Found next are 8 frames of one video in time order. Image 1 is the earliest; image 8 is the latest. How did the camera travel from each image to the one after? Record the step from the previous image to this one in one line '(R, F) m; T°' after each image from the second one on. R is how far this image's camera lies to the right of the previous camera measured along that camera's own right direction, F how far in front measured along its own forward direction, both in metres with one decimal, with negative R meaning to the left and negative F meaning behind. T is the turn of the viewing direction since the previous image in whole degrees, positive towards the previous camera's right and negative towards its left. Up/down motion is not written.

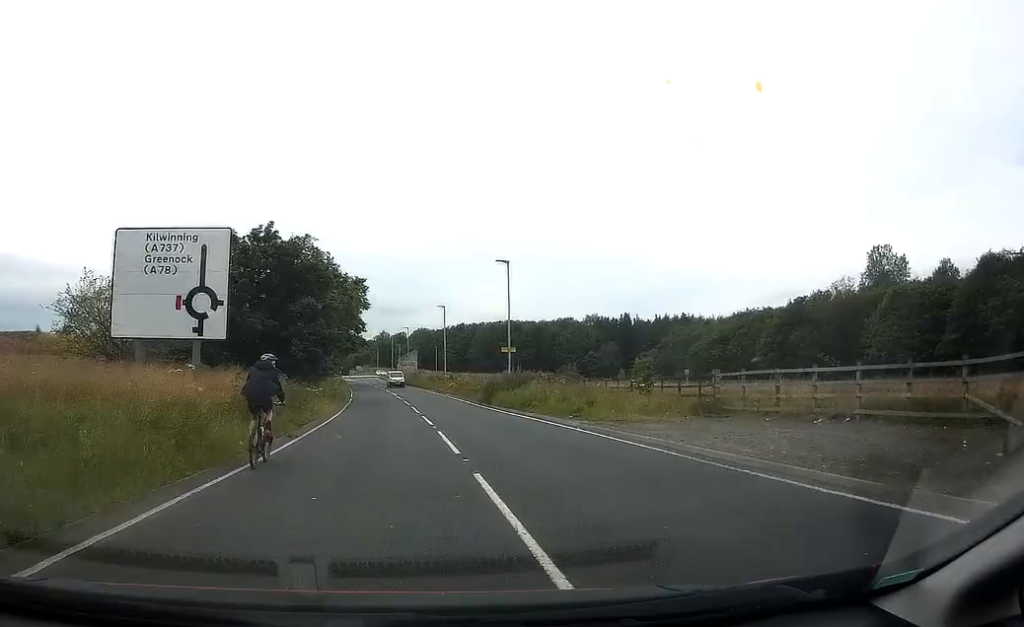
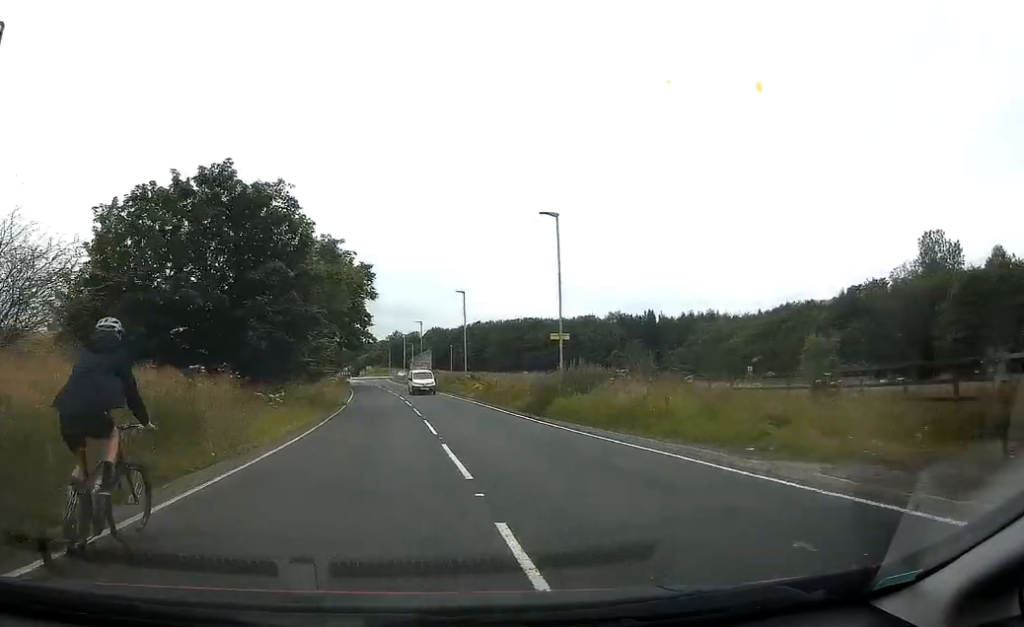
(+0.4, +11.9) m; -4°
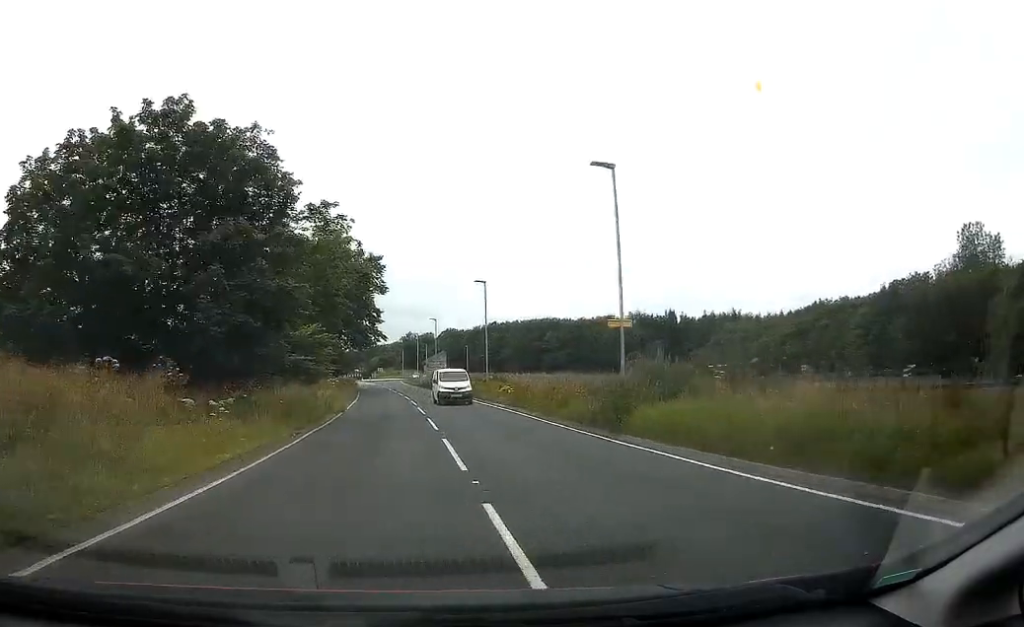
(-0.7, +7.9) m; -1°
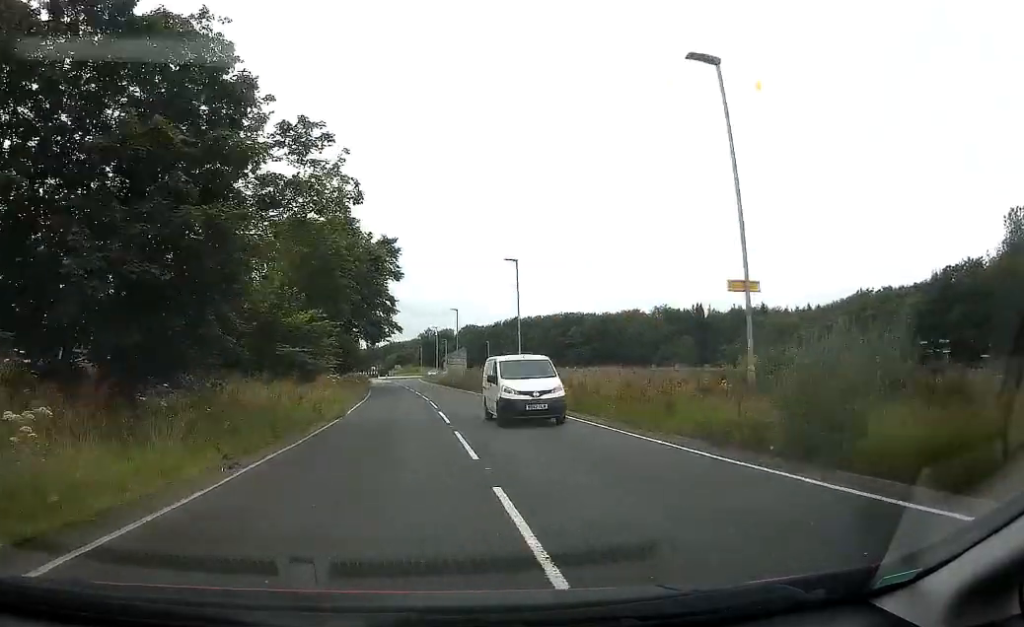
(-0.5, +8.5) m; -1°
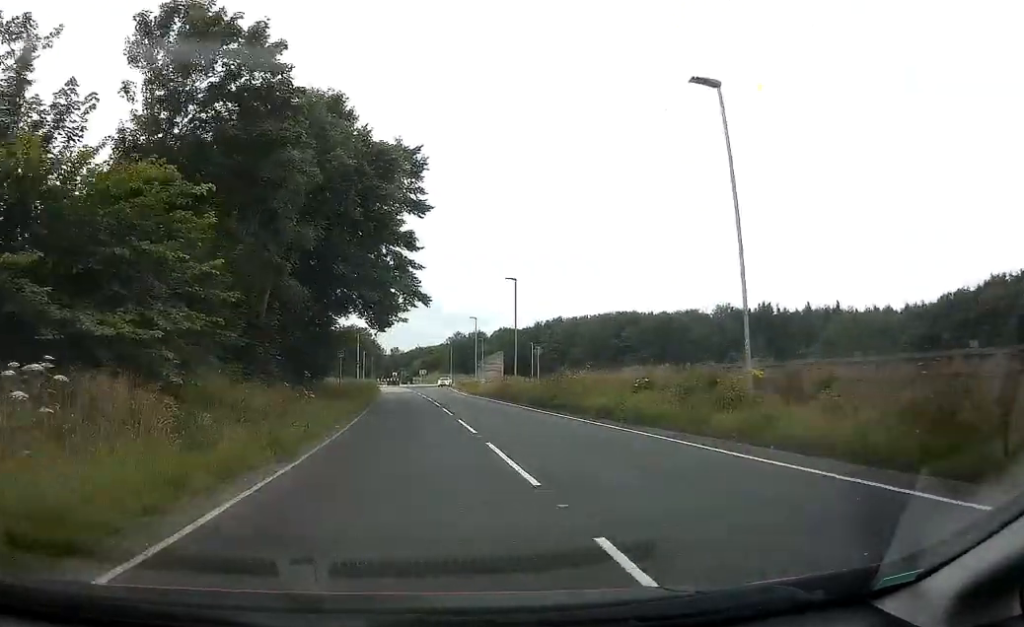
(+0.6, +29.2) m; 0°
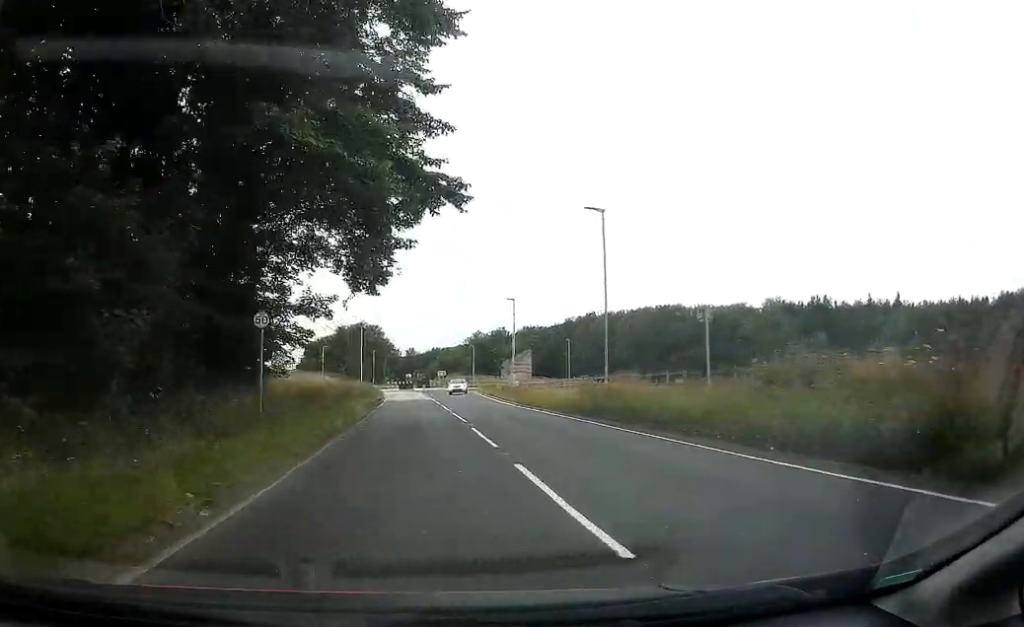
(-0.1, +21.8) m; -1°
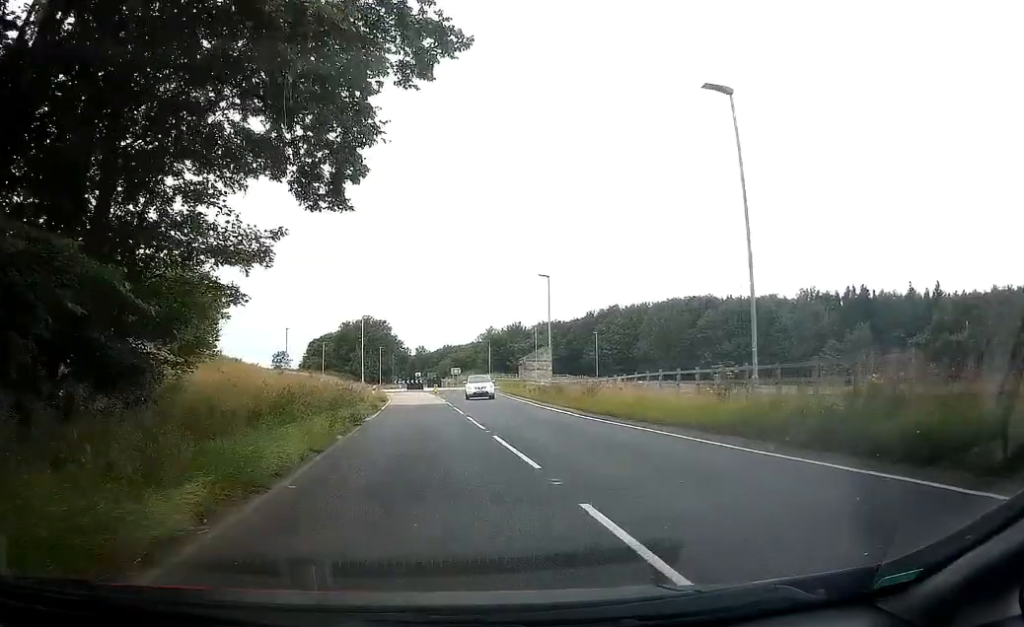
(-0.1, +12.8) m; 0°
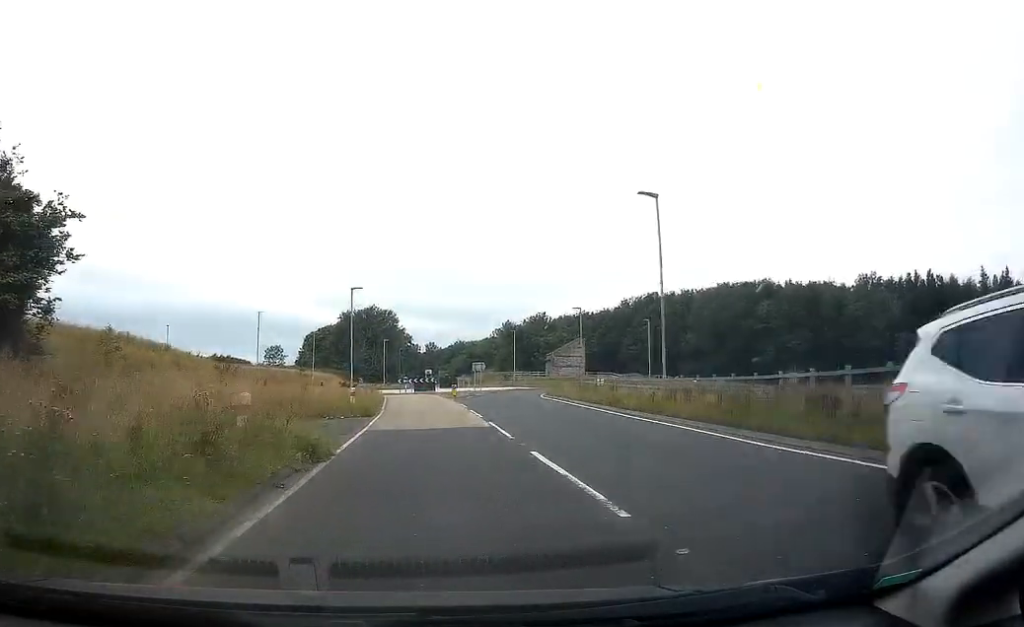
(-0.1, +21.7) m; -1°
